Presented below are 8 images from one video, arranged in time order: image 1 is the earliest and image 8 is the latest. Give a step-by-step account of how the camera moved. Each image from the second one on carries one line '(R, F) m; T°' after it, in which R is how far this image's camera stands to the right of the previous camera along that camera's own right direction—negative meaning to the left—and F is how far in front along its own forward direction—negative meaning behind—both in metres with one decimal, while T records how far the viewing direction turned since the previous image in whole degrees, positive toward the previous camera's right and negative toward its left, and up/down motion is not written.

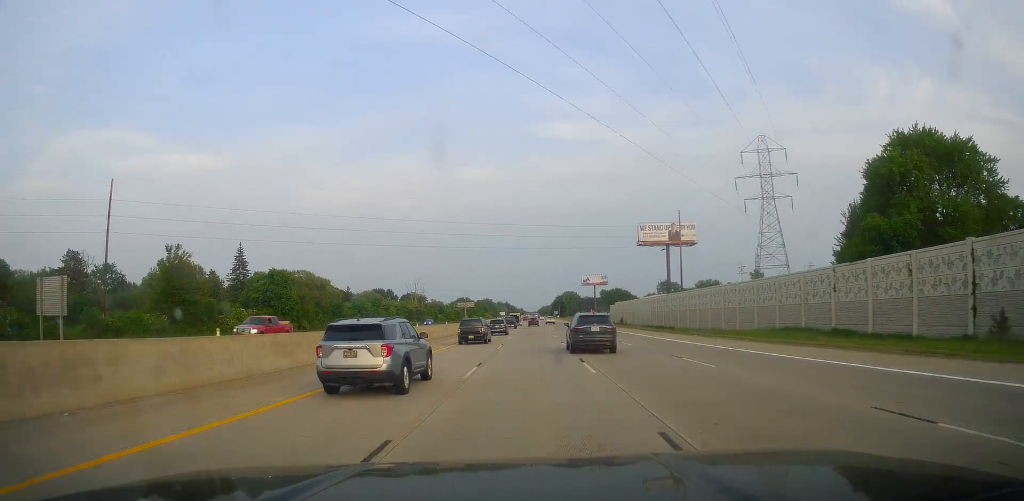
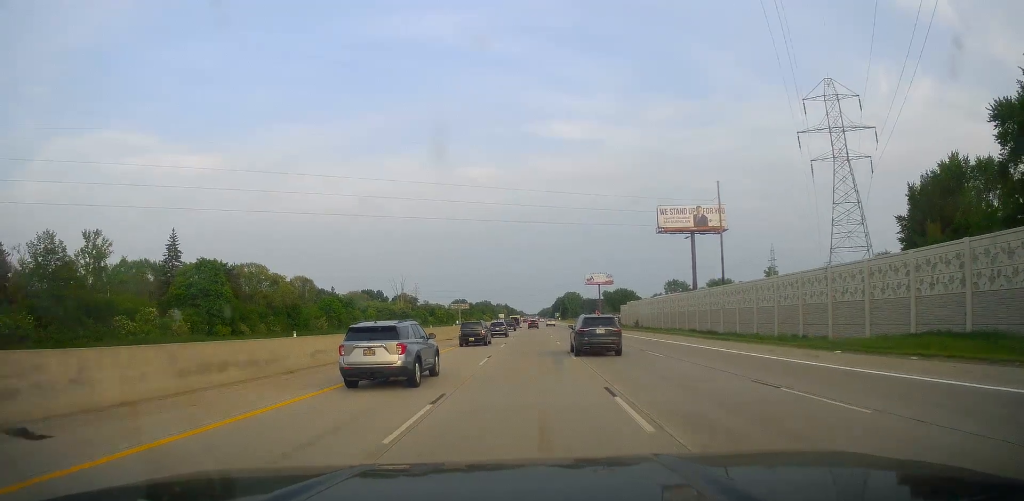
(-0.1, +24.1) m; 0°
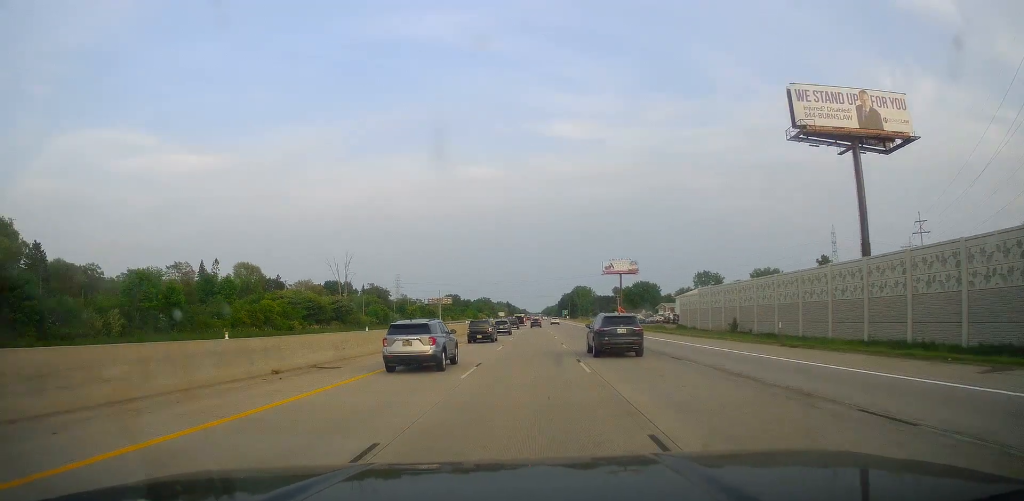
(+0.4, +66.7) m; 0°
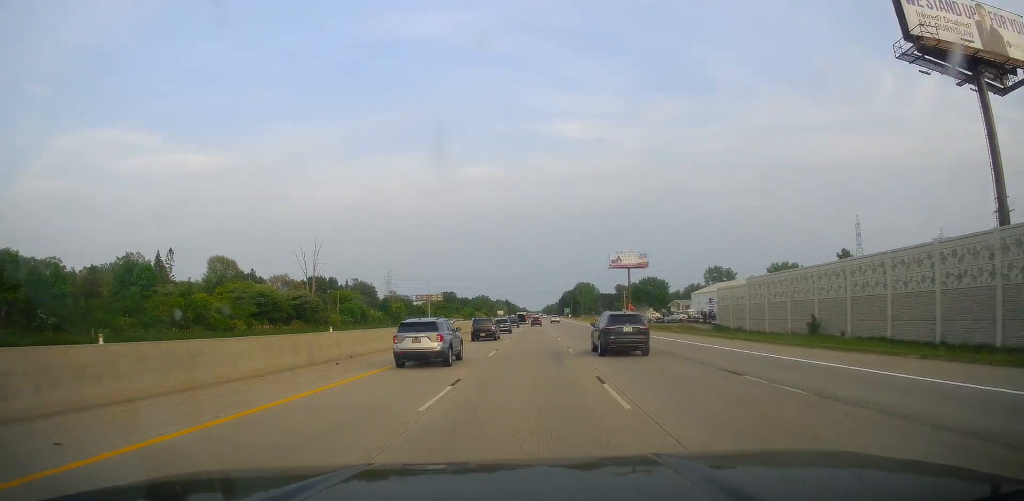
(-0.2, +21.7) m; -1°
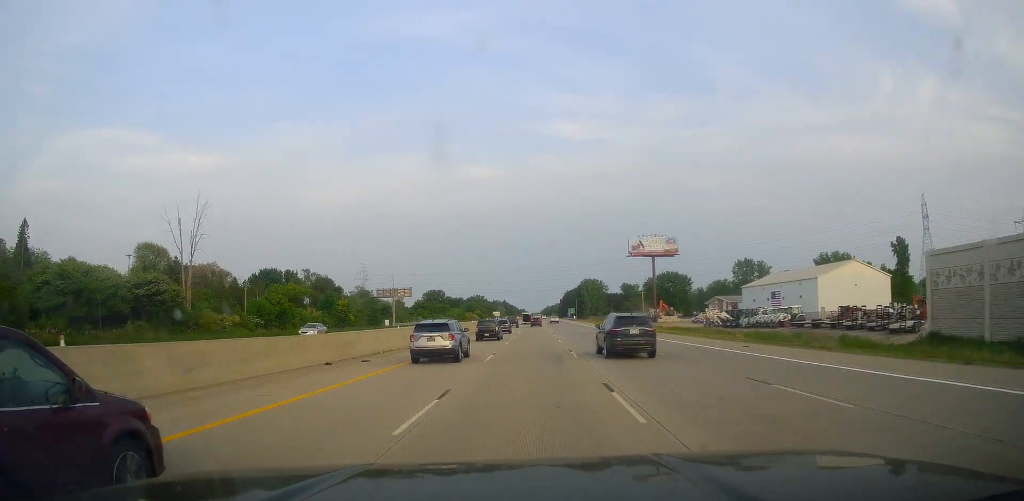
(-0.1, +48.3) m; 0°
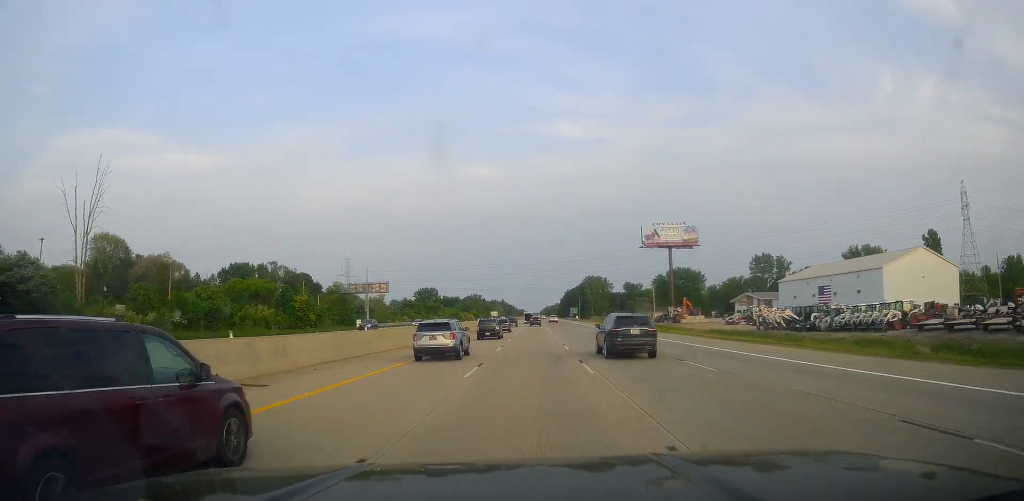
(+0.2, +22.9) m; 0°
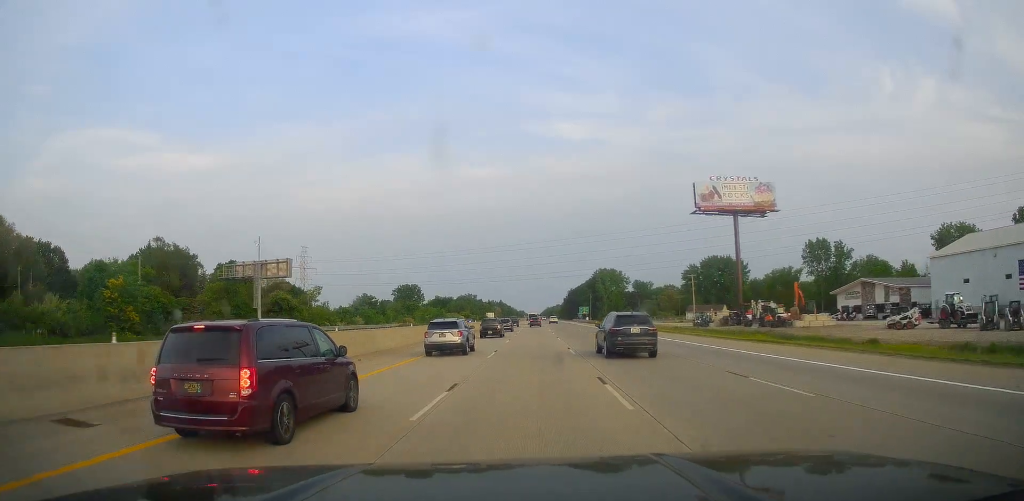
(-0.2, +51.2) m; 0°
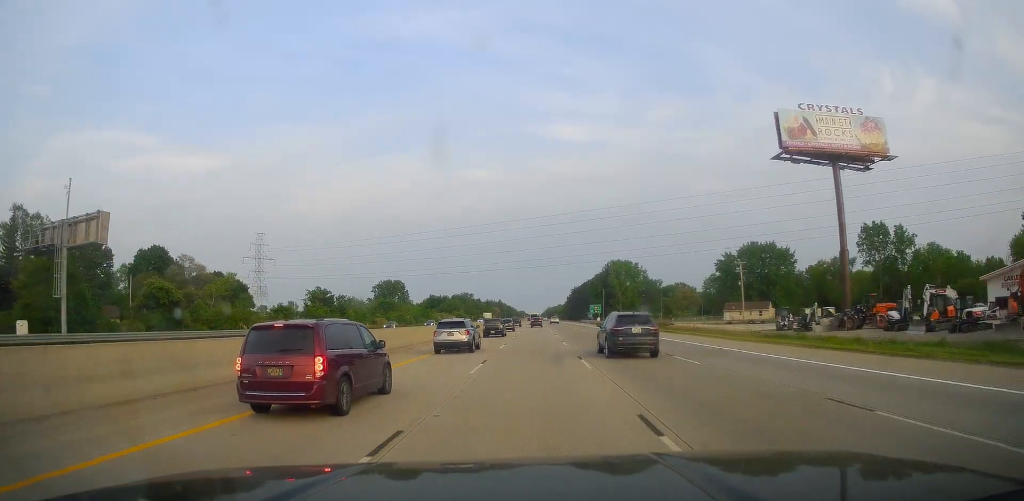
(+0.1, +36.6) m; +1°
